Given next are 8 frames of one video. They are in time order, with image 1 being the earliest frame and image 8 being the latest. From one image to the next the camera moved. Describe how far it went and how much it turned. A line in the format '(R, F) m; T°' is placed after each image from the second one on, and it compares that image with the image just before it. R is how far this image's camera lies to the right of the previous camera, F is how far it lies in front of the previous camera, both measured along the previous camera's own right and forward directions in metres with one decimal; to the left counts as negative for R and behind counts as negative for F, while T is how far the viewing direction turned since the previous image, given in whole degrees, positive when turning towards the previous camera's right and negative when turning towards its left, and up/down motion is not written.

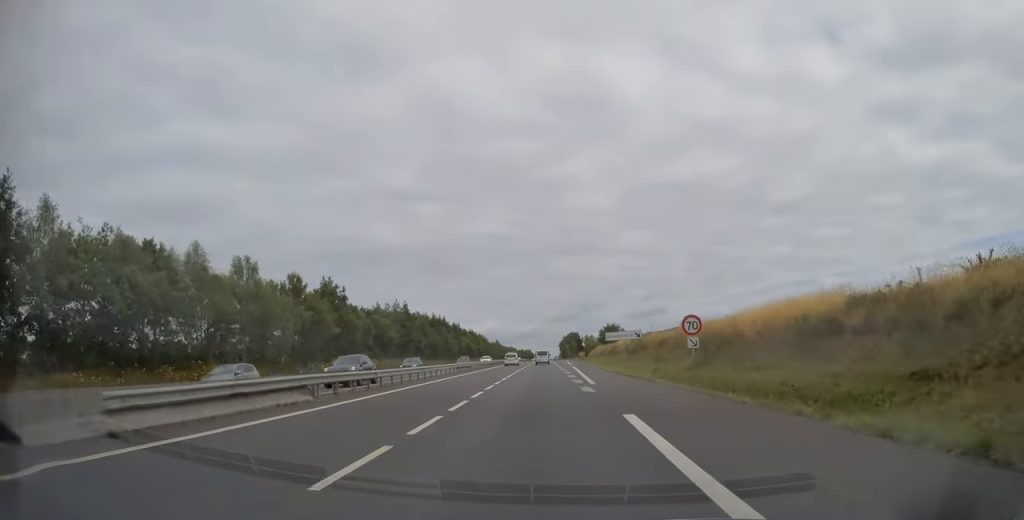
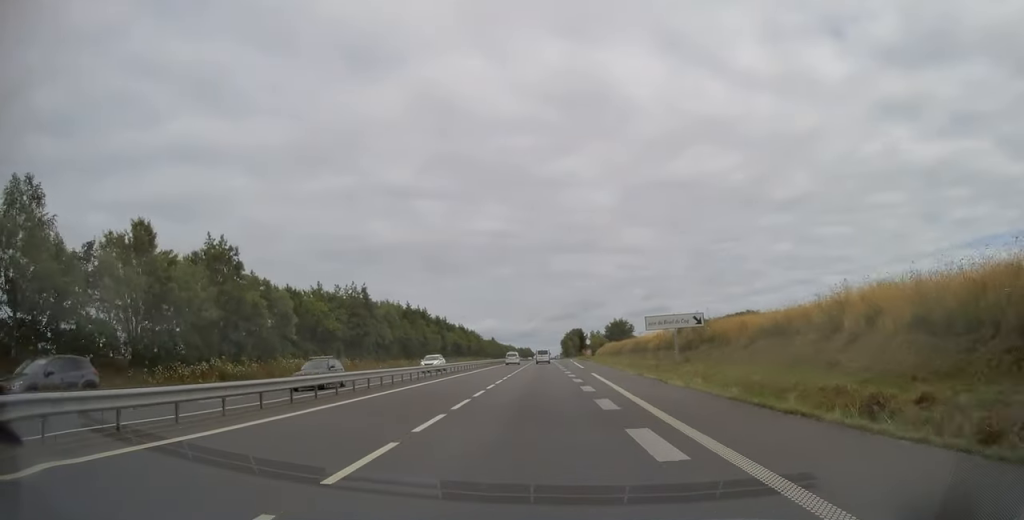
(-0.1, +25.9) m; 0°
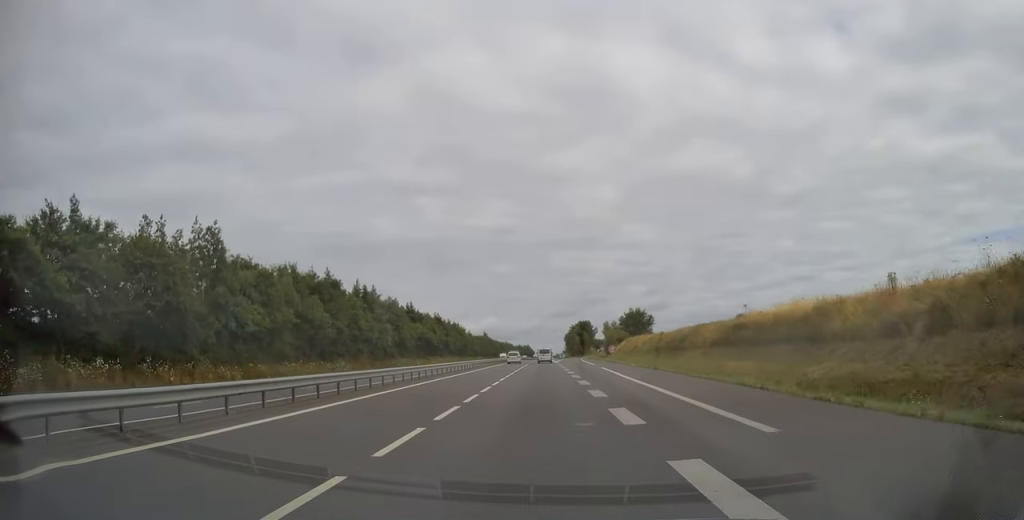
(0.0, +41.7) m; 0°
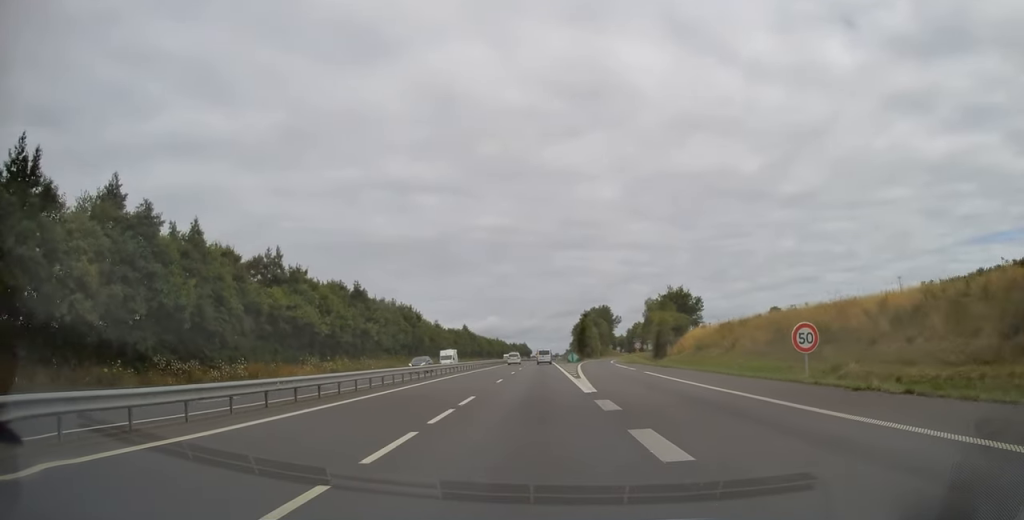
(0.0, +61.4) m; 0°
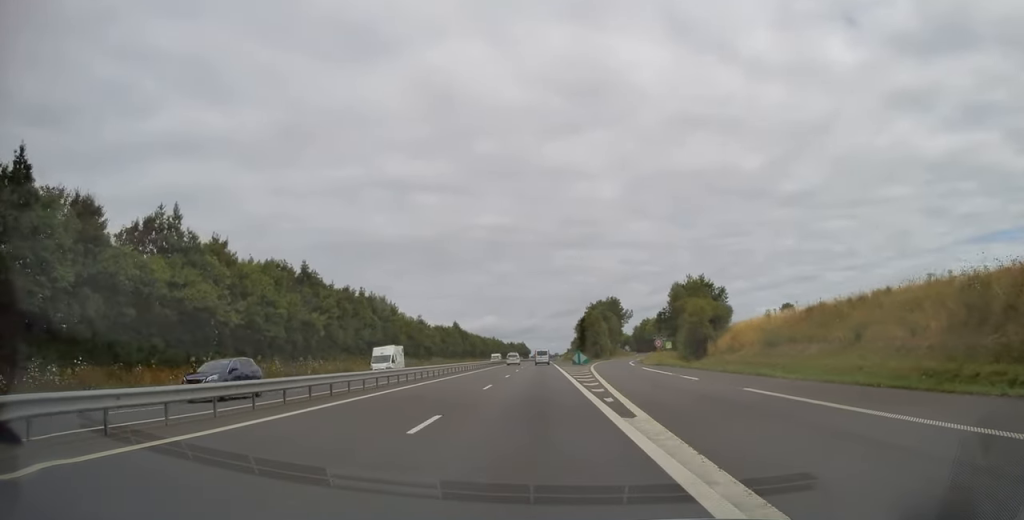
(0.0, +18.7) m; 0°
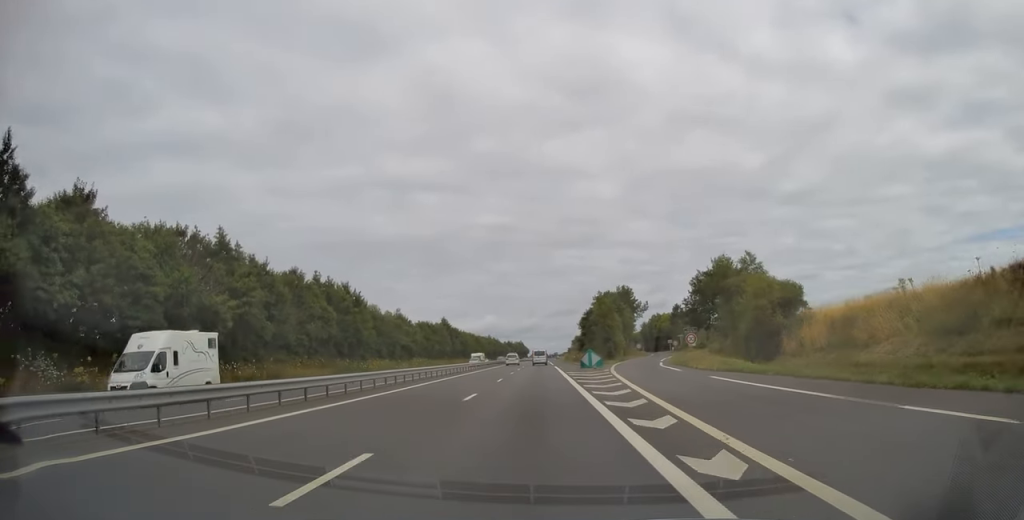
(+0.1, +18.3) m; 0°
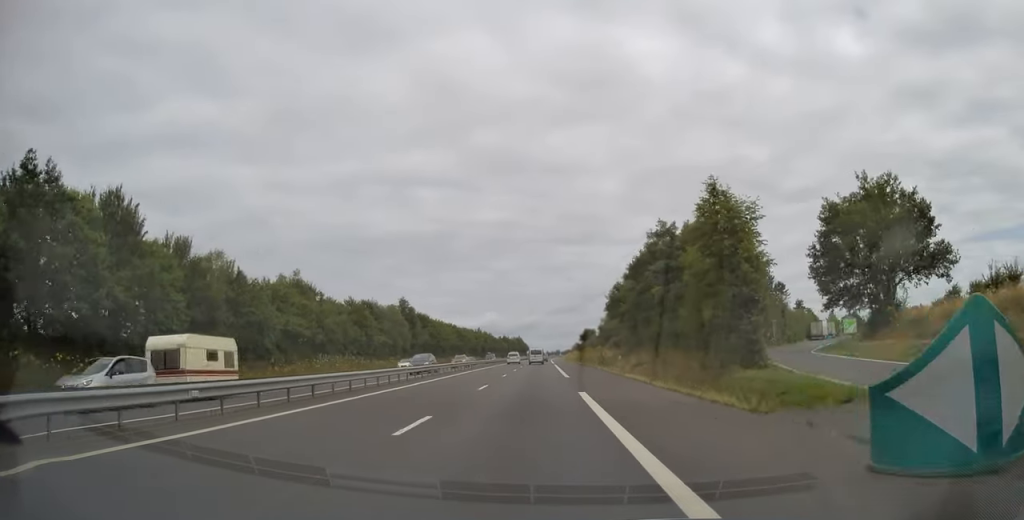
(0.0, +47.5) m; 0°
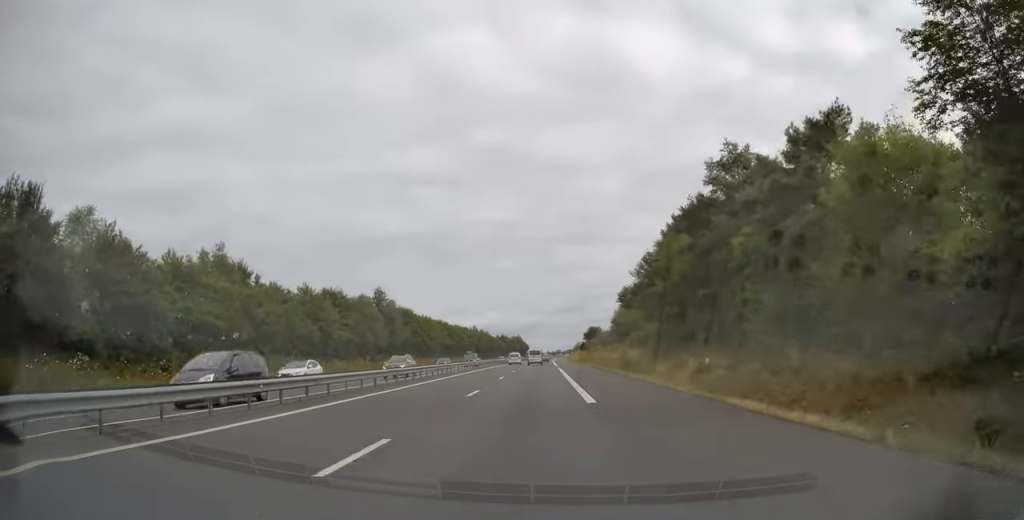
(-0.1, +16.7) m; 0°
